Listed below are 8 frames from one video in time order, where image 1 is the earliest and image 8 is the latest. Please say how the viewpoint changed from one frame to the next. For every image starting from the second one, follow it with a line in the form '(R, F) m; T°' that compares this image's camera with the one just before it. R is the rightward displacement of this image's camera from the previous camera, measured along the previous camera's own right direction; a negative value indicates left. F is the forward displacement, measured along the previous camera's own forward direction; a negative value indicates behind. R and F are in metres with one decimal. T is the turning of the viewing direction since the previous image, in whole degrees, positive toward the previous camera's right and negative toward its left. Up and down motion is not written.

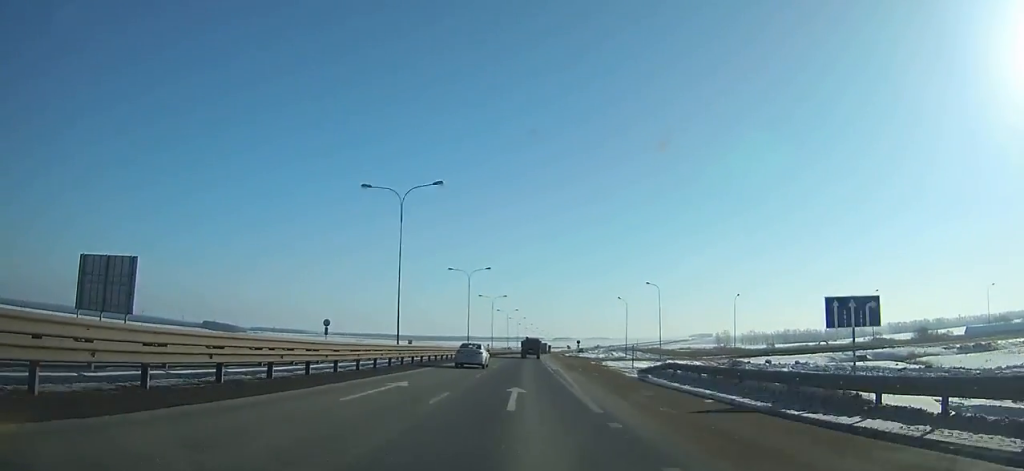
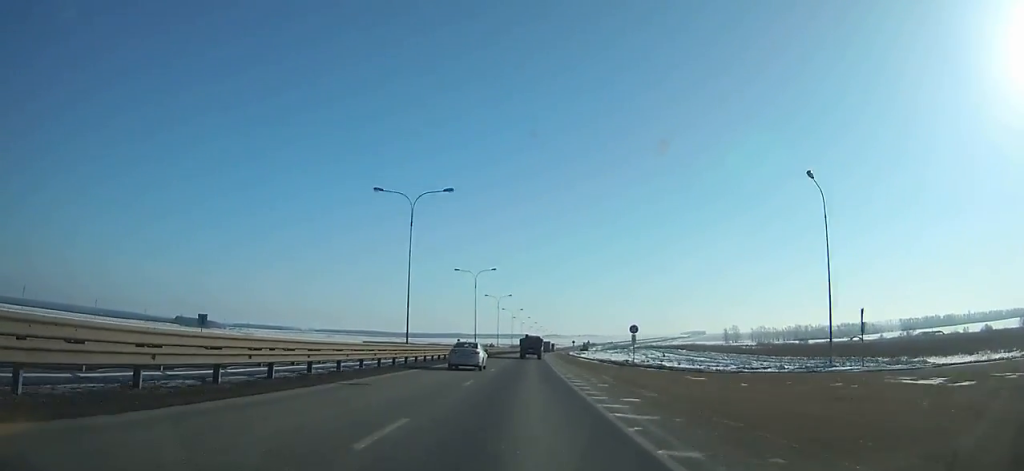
(+1.0, +77.3) m; +2°
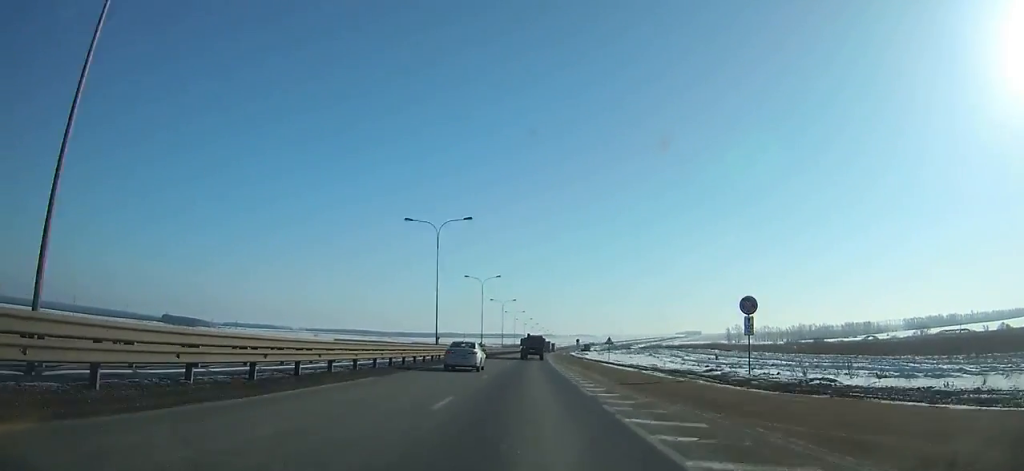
(+0.5, +30.8) m; +1°
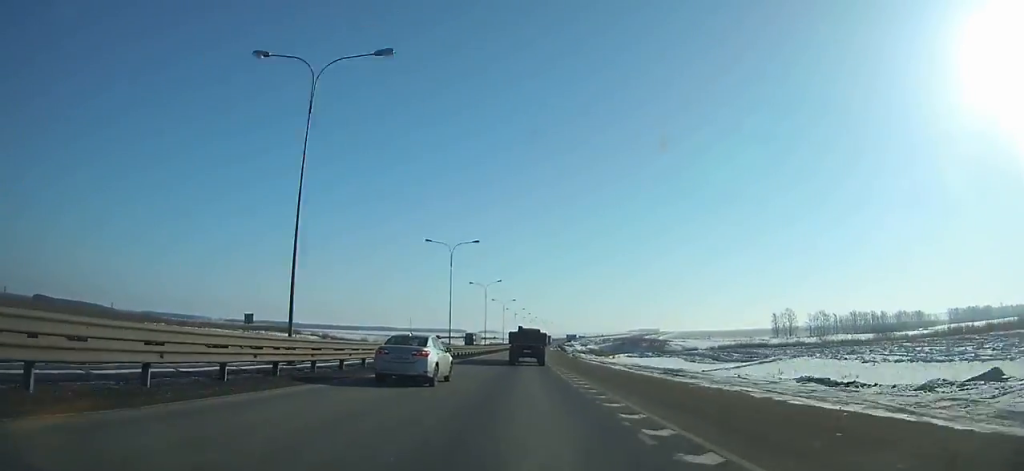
(+12.2, +261.8) m; +5°
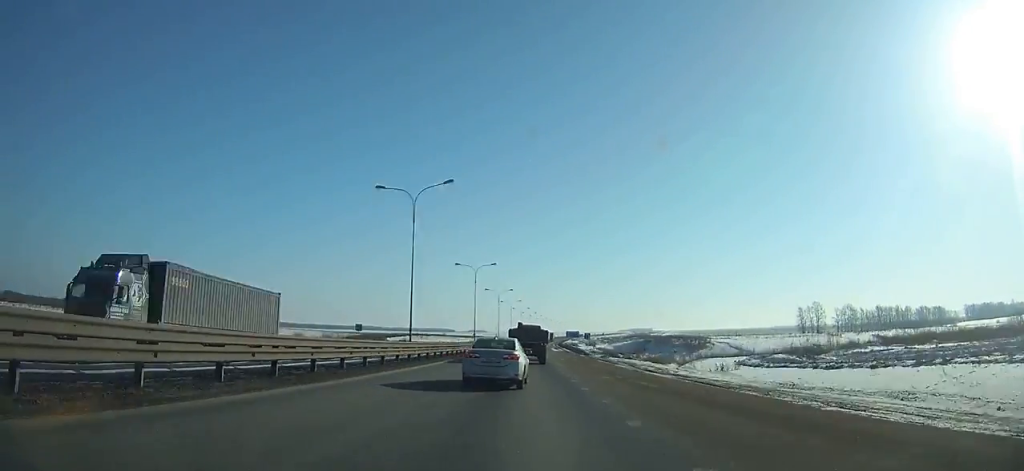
(+0.6, +58.3) m; +1°
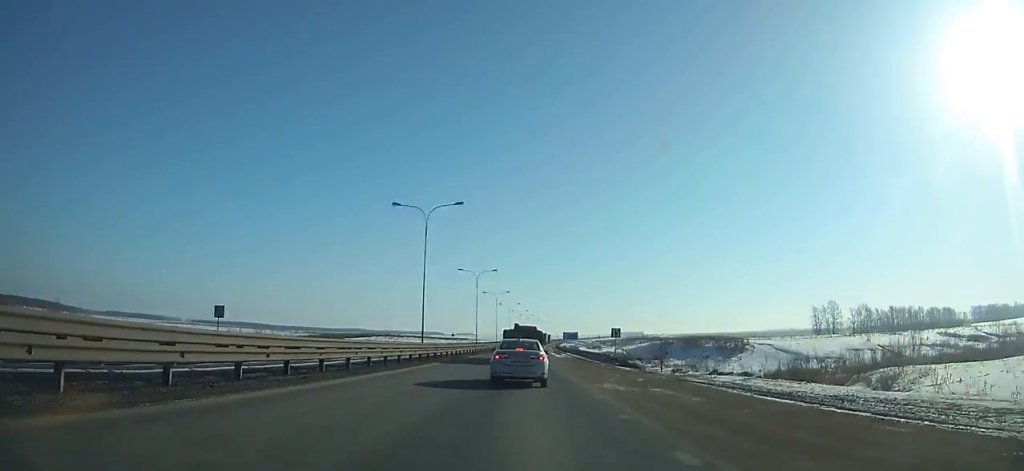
(+0.3, +34.2) m; +1°
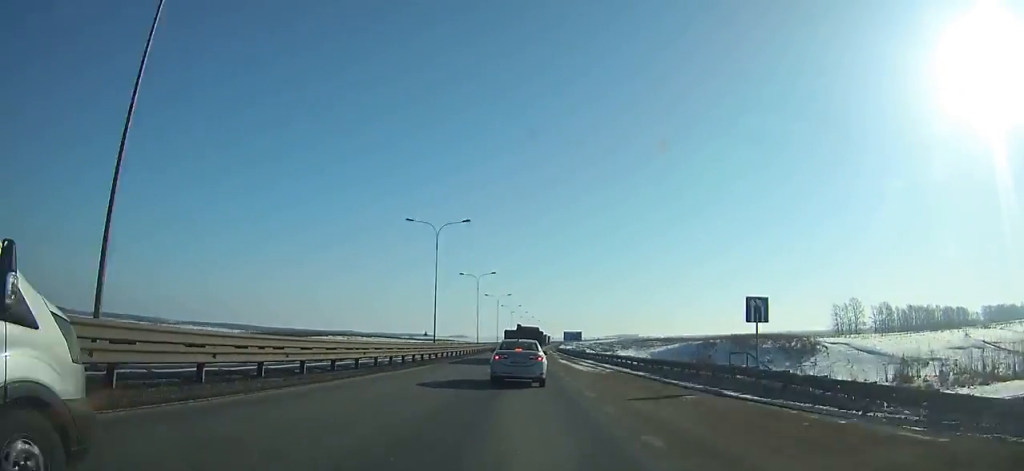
(+0.3, +33.7) m; +1°
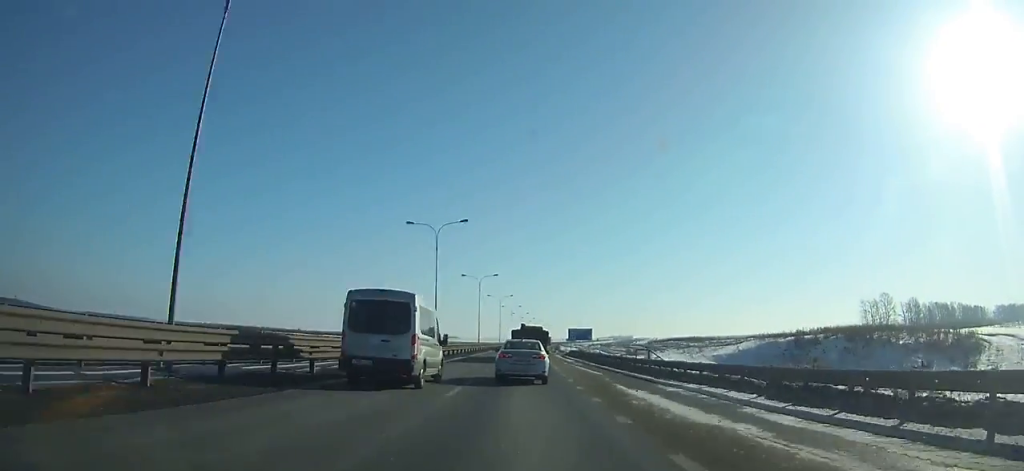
(+0.3, +37.5) m; +1°
